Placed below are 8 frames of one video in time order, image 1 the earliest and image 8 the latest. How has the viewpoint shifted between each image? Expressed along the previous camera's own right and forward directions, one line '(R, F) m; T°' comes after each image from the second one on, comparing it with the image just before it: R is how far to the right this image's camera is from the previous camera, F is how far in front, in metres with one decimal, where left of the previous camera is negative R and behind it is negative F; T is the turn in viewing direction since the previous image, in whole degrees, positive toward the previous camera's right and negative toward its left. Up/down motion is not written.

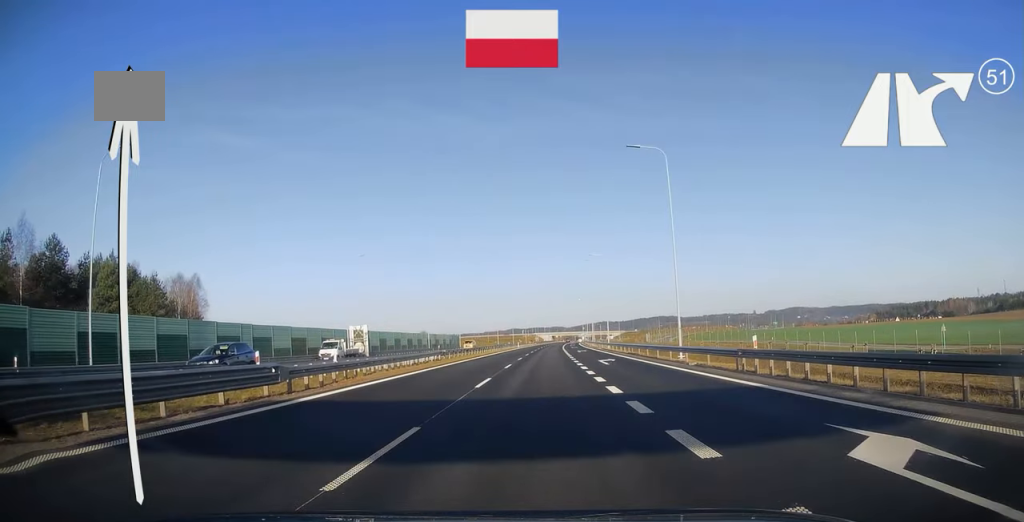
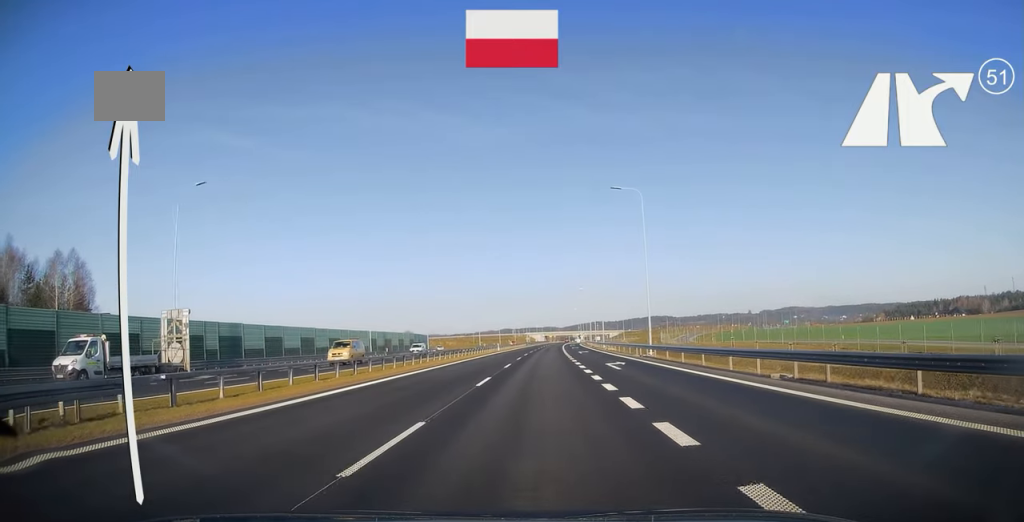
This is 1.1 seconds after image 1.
(+0.5, +35.2) m; +1°
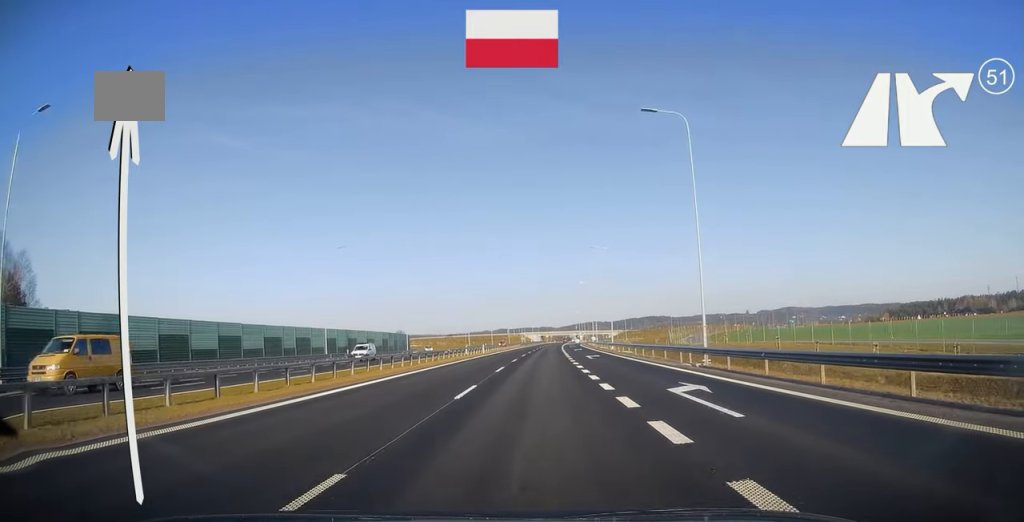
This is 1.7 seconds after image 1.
(0.0, +15.8) m; 0°
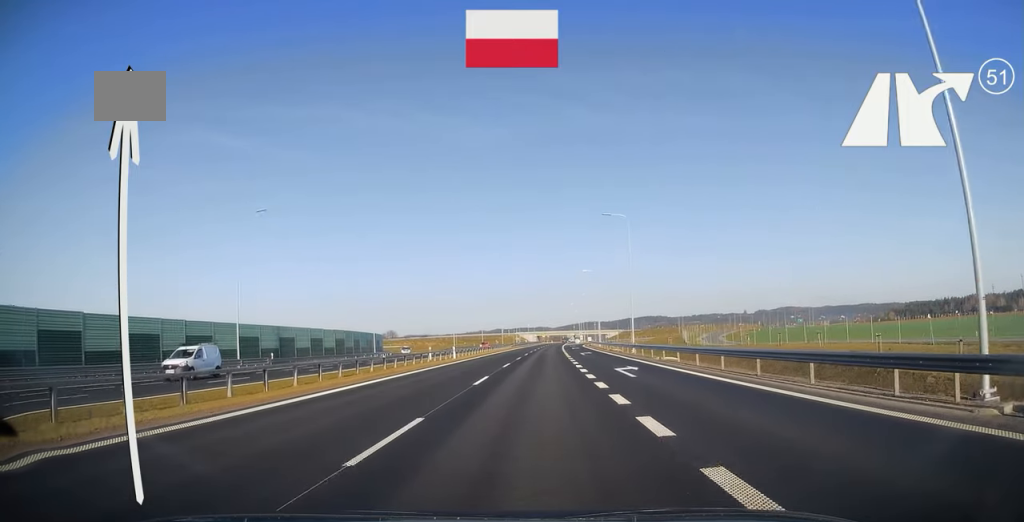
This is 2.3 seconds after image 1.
(0.0, +19.4) m; +1°
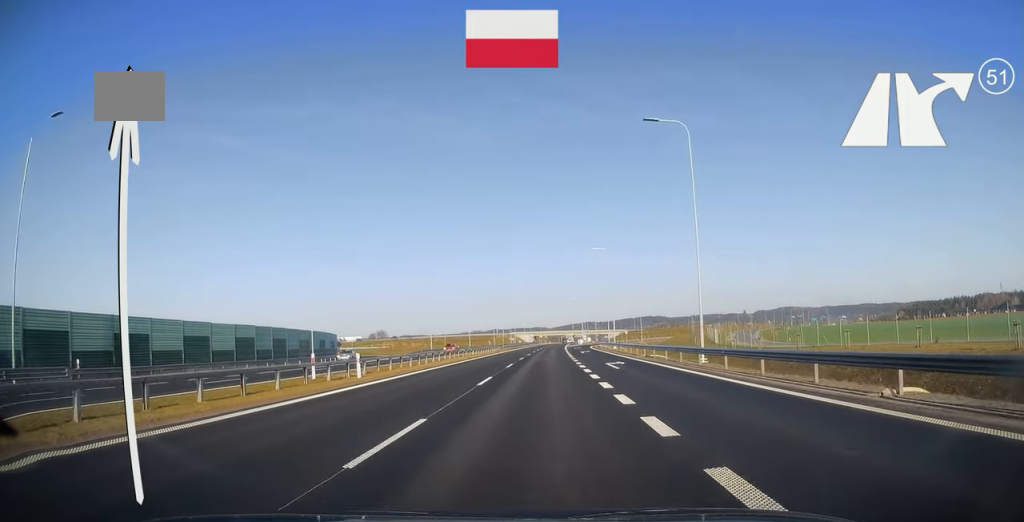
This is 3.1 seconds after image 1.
(+0.2, +24.0) m; +1°
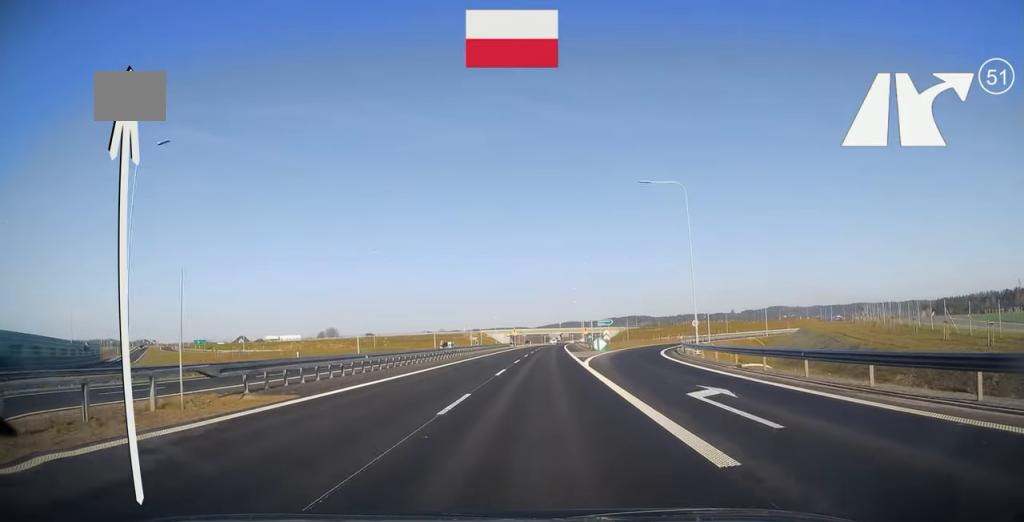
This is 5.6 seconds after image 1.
(+0.1, +78.1) m; +1°
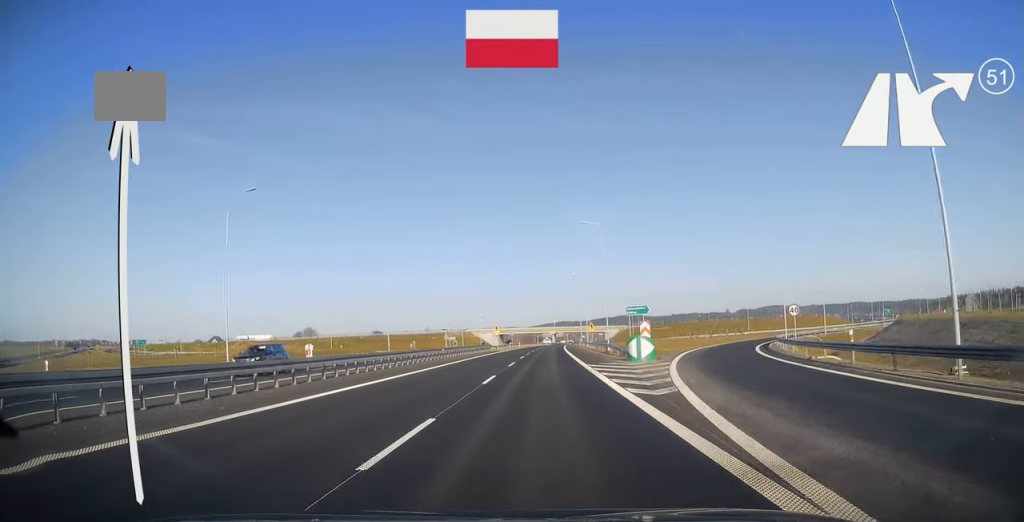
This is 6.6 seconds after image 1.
(+0.2, +28.6) m; +1°
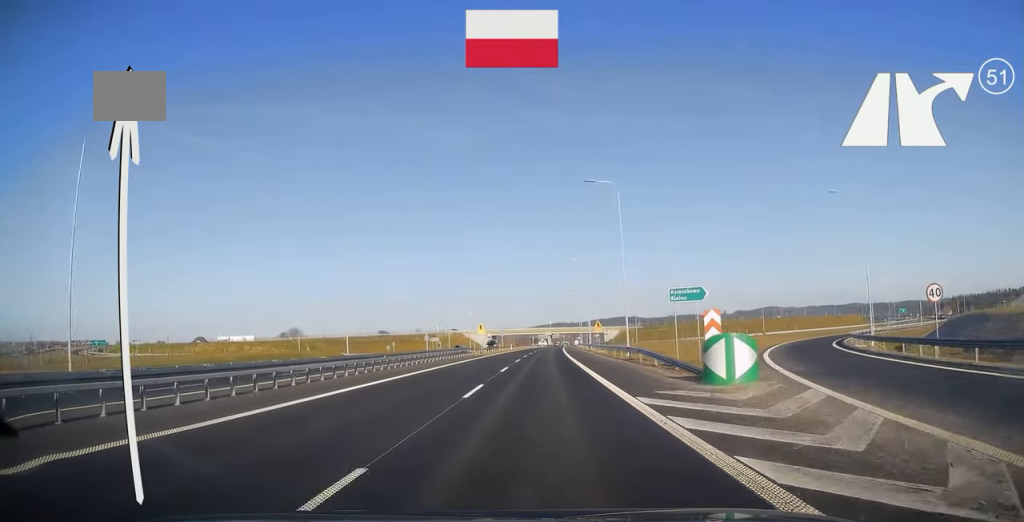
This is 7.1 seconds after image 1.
(0.0, +15.8) m; +1°
